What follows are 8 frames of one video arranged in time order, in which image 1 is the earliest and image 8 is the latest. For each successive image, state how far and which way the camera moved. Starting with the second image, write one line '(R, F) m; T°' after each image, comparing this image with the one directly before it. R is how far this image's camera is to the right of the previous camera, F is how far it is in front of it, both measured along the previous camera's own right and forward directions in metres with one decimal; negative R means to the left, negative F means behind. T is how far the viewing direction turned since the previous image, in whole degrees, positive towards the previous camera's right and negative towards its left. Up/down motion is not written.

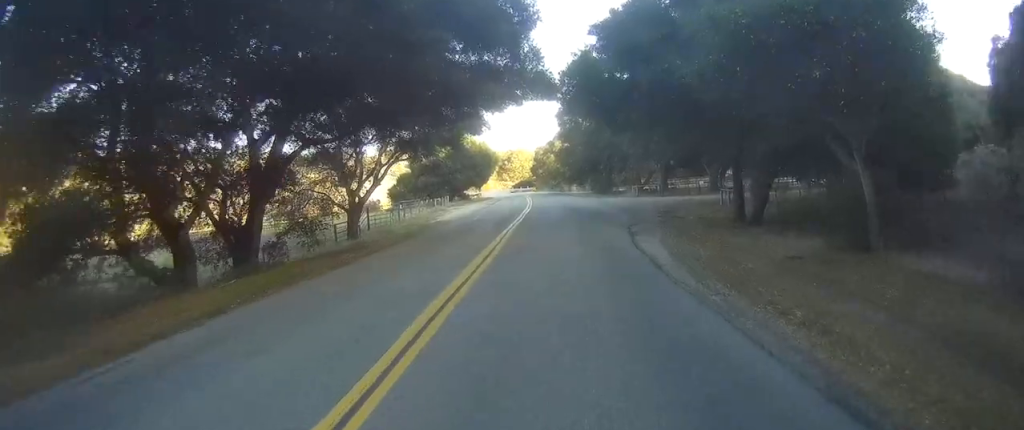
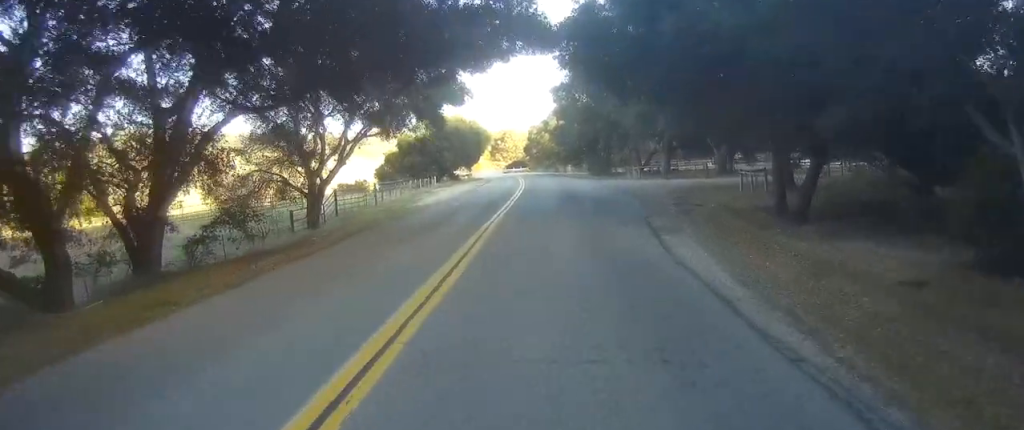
(-0.2, +6.1) m; -2°
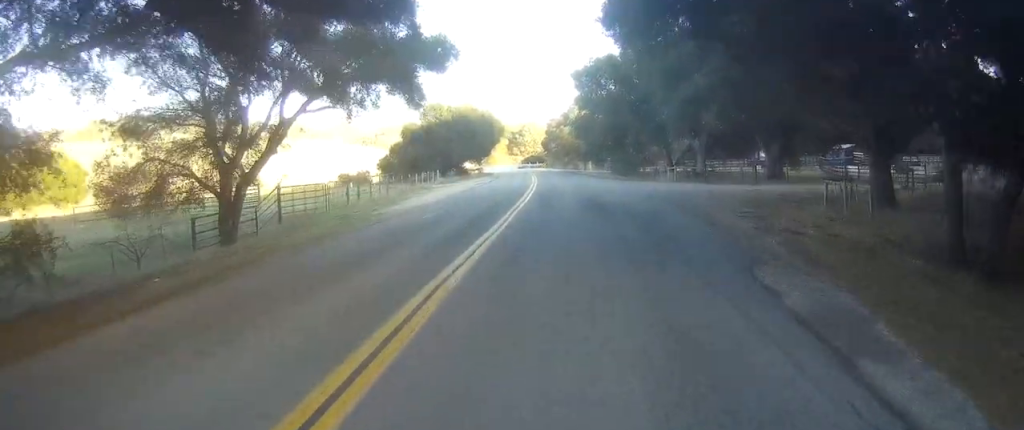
(-1.4, +11.3) m; 0°
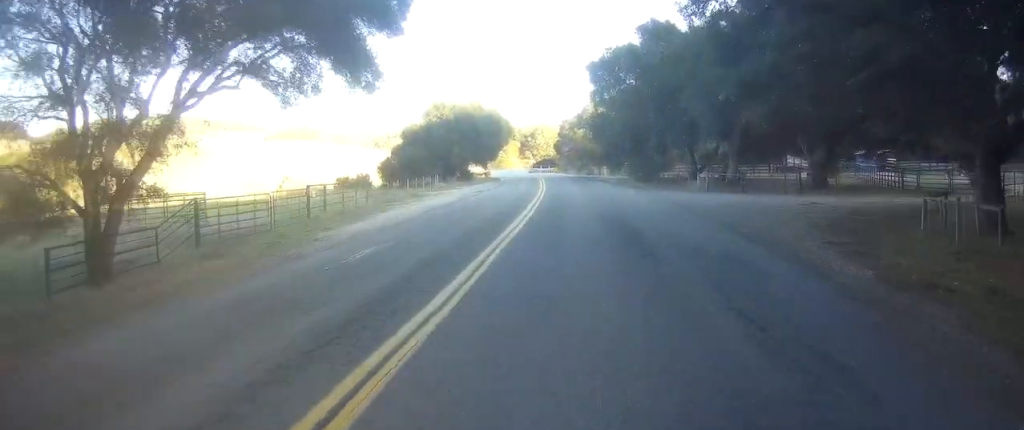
(+1.0, +8.1) m; +6°
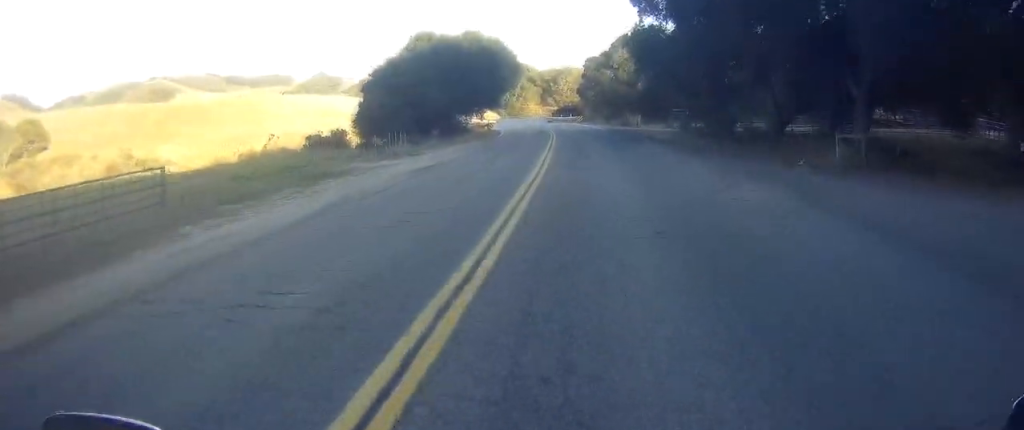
(+2.5, +22.9) m; +9°
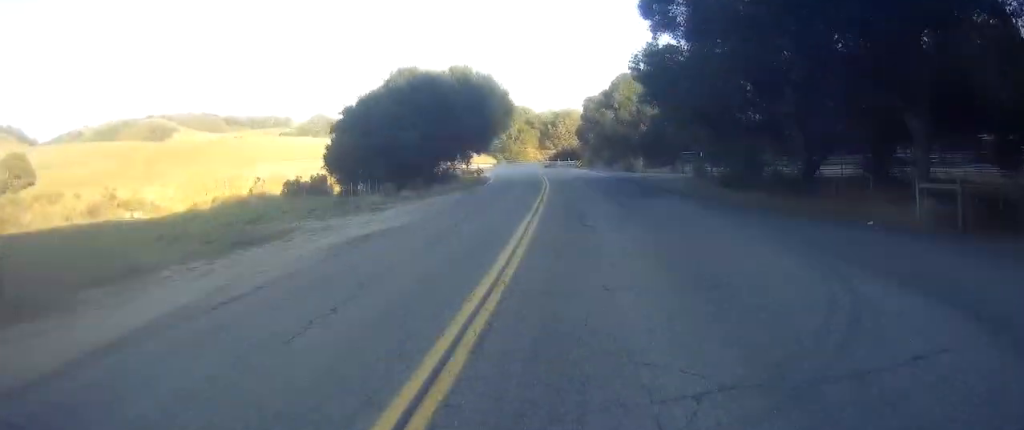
(+0.1, +6.6) m; 0°
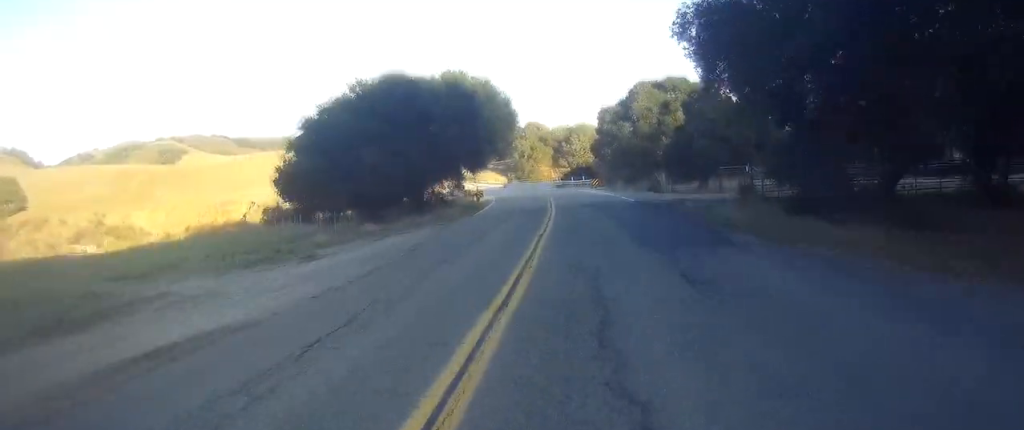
(0.0, +9.6) m; -2°
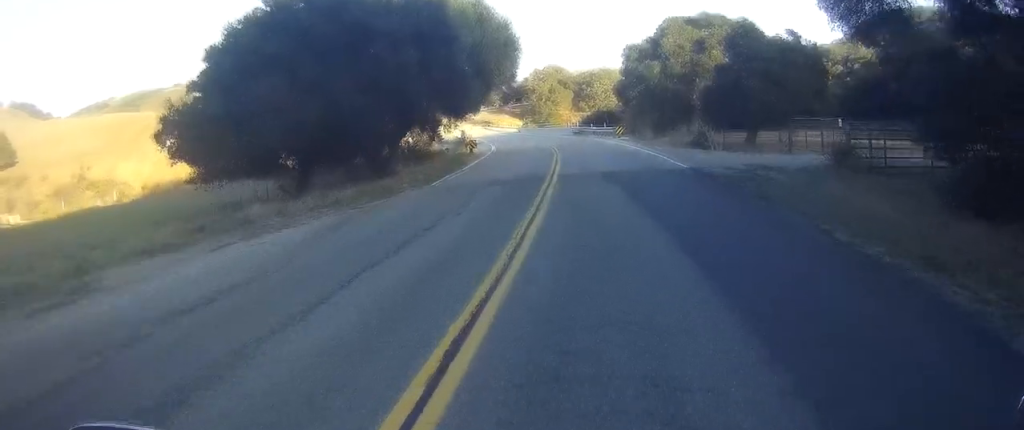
(-0.2, +12.2) m; -6°
